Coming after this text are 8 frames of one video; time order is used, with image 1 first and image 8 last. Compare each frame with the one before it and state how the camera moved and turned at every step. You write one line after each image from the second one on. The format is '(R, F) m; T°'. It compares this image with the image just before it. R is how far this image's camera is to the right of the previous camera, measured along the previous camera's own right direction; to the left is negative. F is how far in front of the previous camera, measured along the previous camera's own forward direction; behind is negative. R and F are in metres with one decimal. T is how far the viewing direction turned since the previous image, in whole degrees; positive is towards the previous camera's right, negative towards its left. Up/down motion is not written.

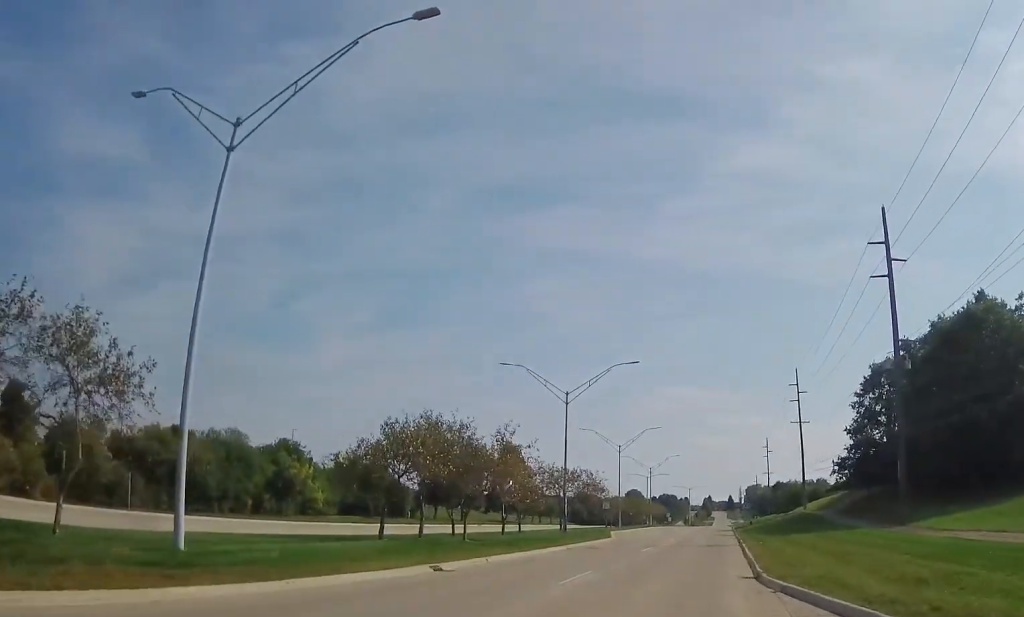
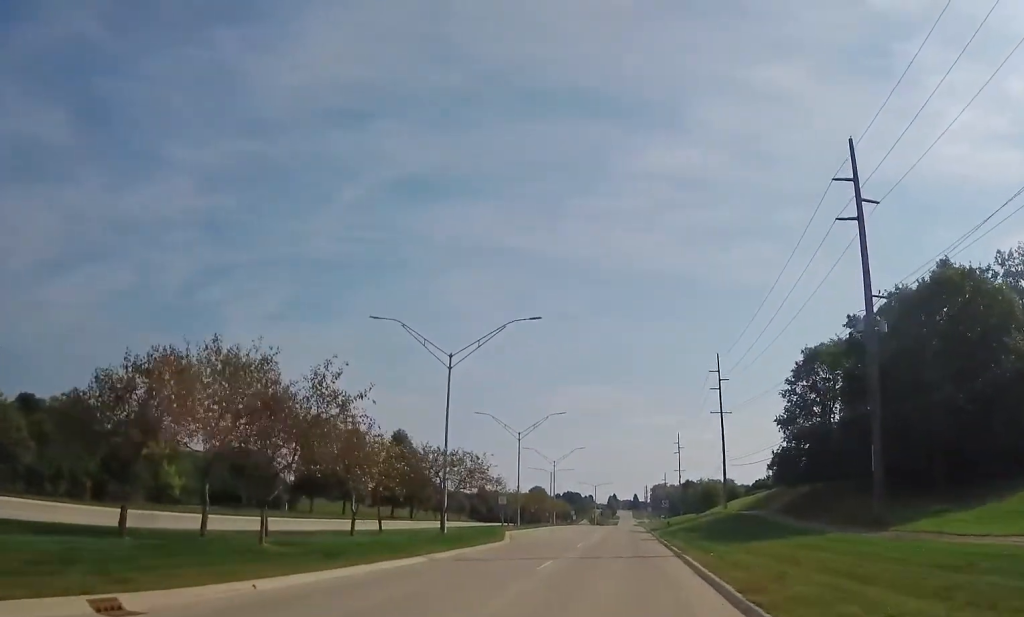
(+1.0, +10.9) m; +7°
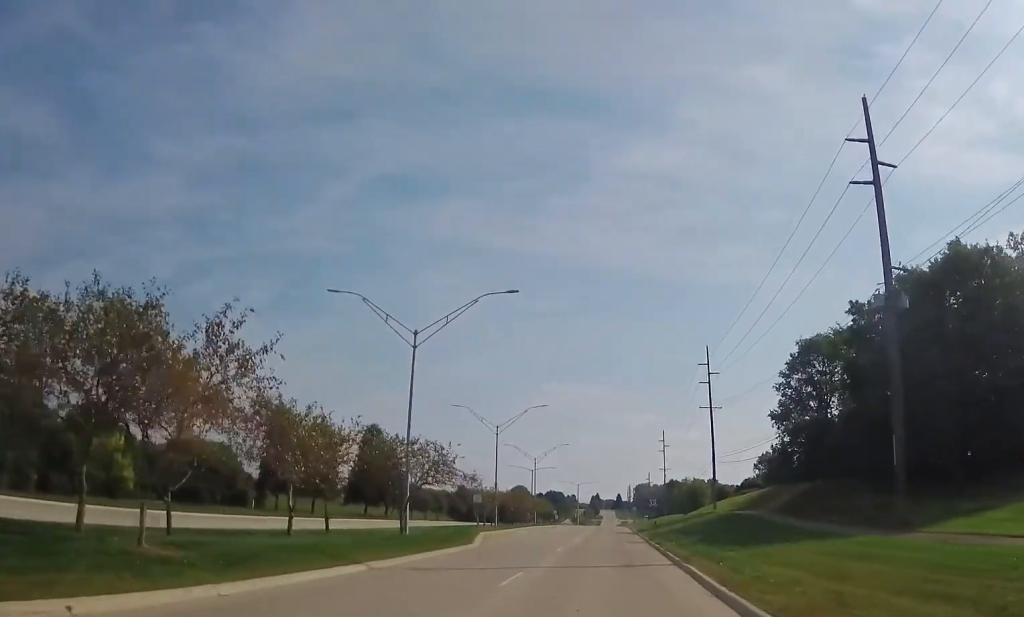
(0.0, +5.0) m; +2°
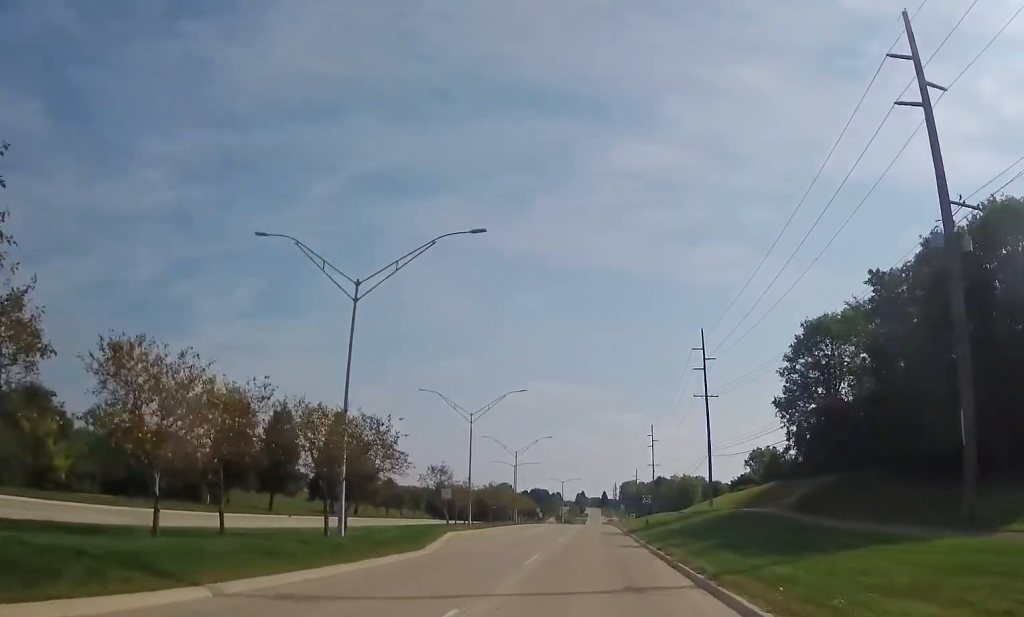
(+0.2, +7.9) m; +2°
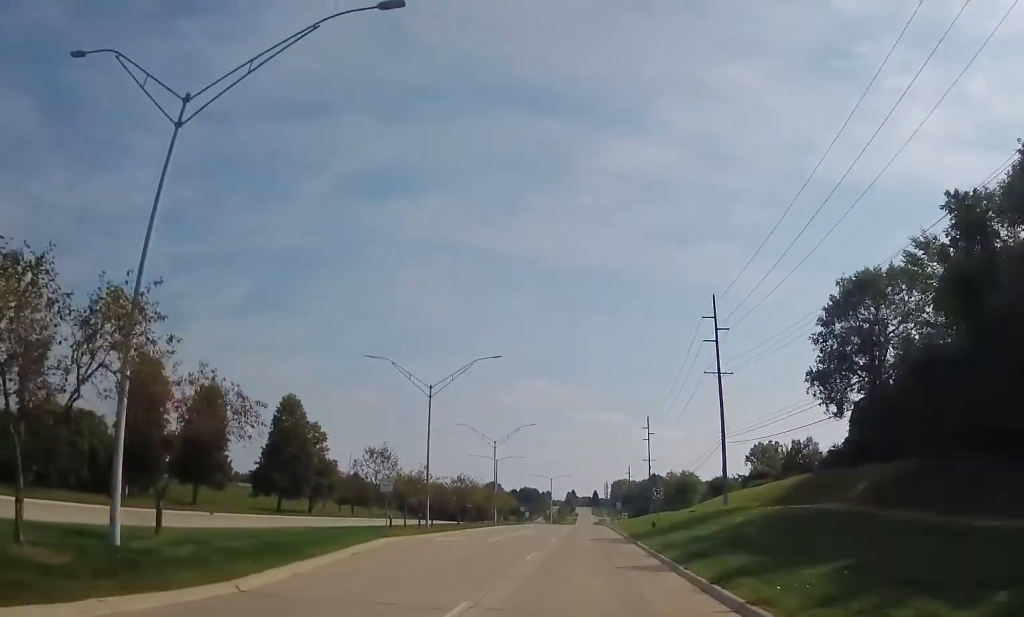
(+0.5, +14.8) m; +2°
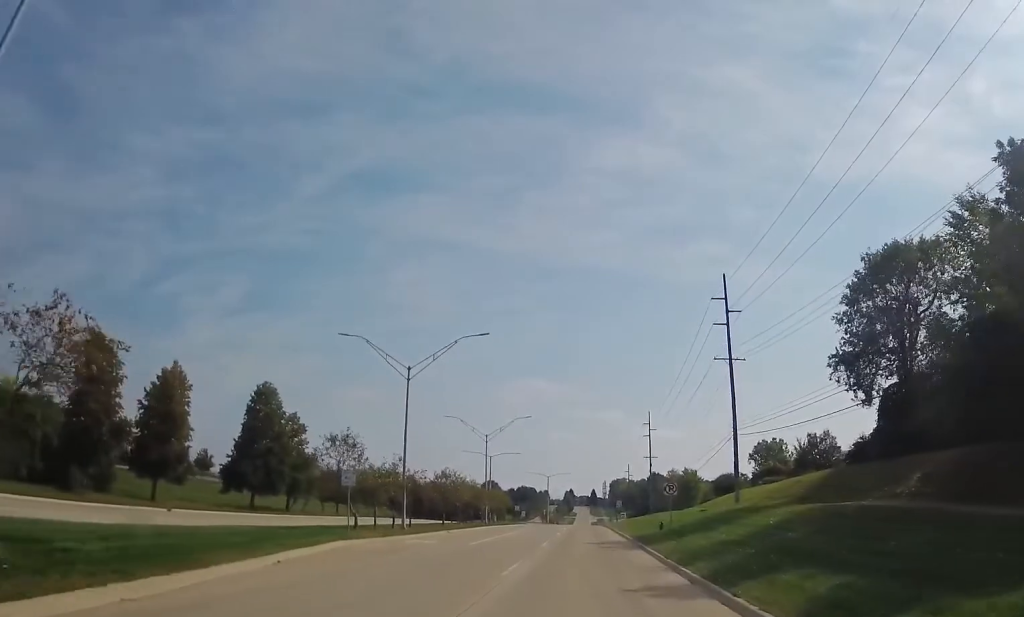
(0.0, +6.6) m; 0°
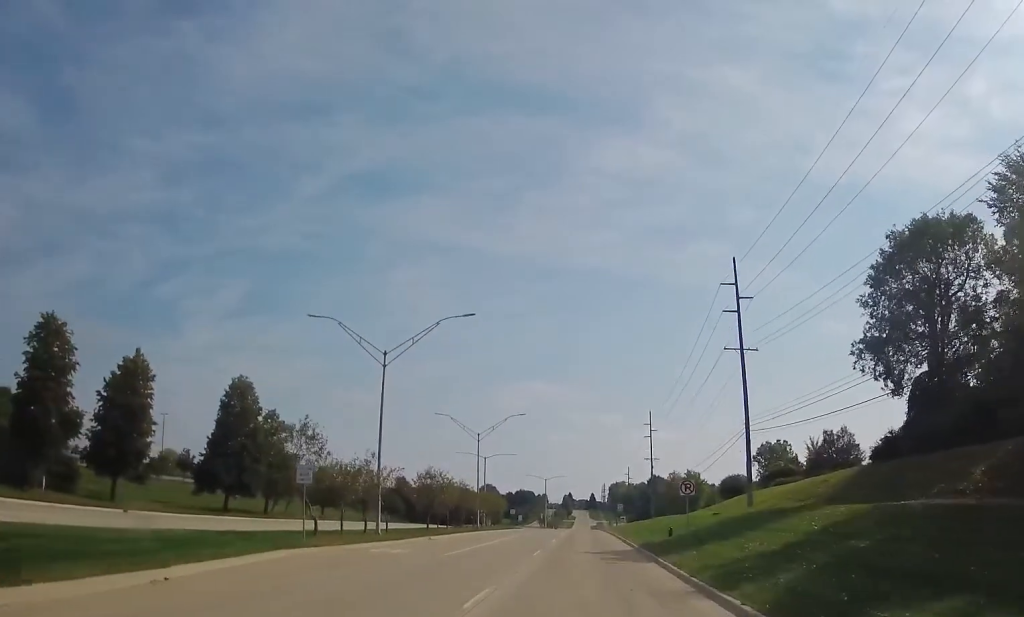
(0.0, +5.8) m; 0°
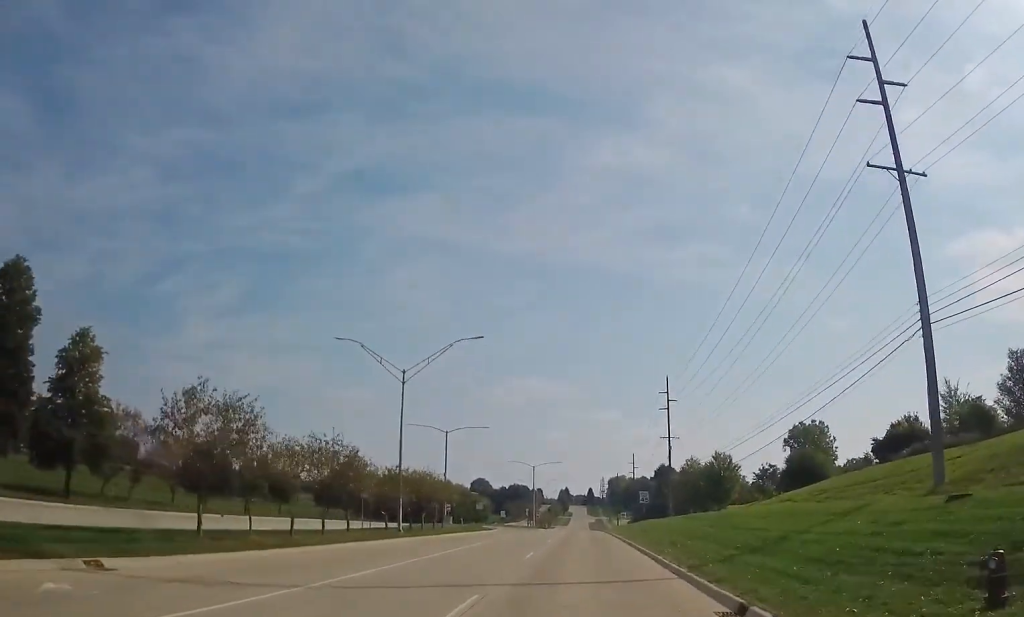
(0.0, +34.0) m; 0°
